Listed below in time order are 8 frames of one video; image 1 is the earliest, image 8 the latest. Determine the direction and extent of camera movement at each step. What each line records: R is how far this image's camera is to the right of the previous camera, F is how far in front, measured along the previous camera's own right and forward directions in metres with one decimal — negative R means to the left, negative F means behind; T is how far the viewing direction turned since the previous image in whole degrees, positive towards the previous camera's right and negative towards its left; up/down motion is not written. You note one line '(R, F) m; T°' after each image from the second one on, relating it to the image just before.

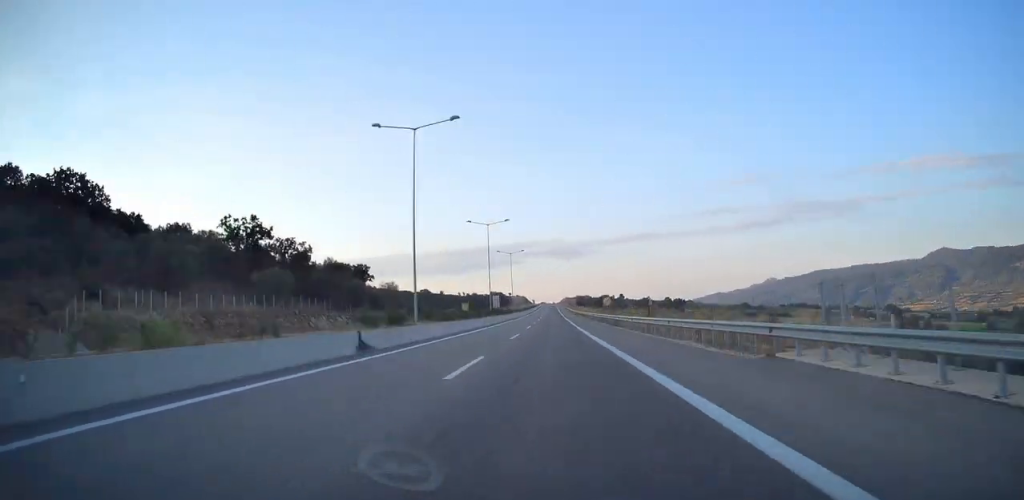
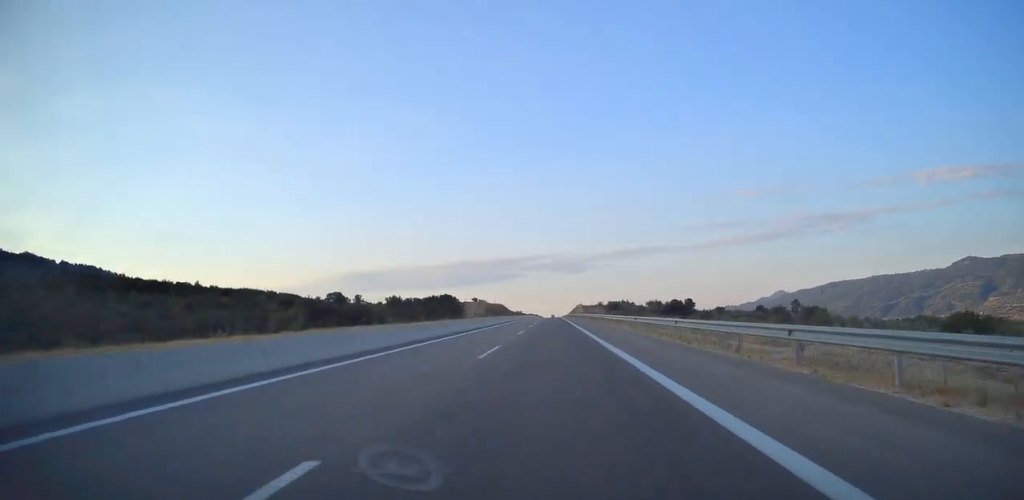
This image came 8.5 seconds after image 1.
(0.0, +336.4) m; 0°
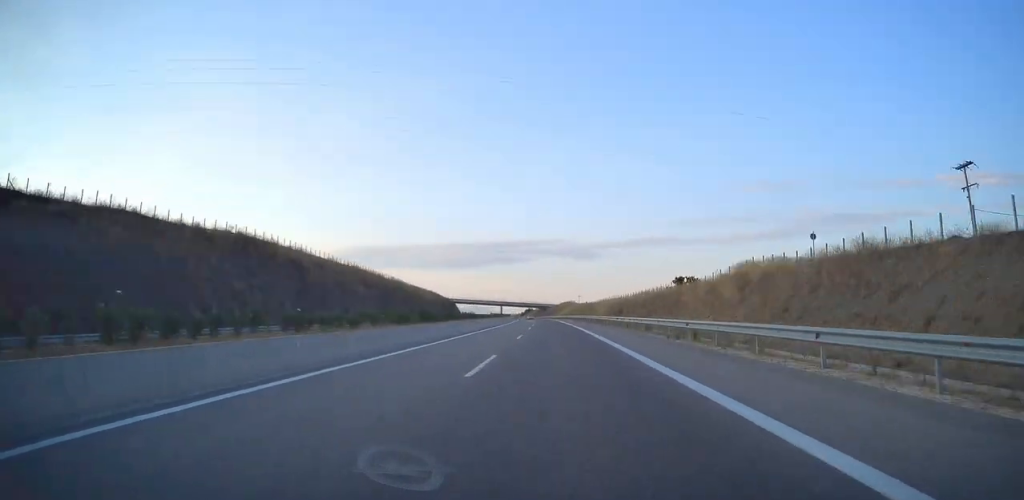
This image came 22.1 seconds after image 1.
(-9.0, +544.8) m; -4°
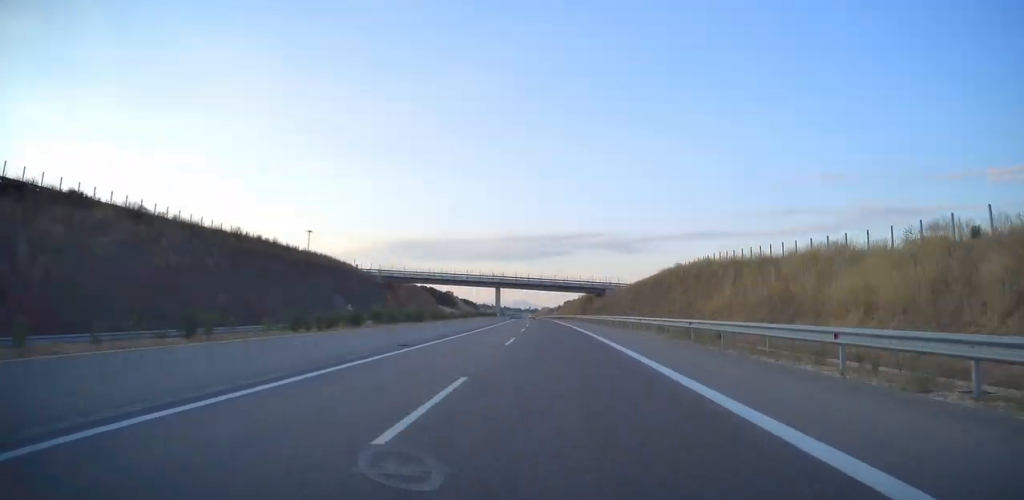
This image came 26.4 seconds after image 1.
(-4.7, +175.0) m; -2°
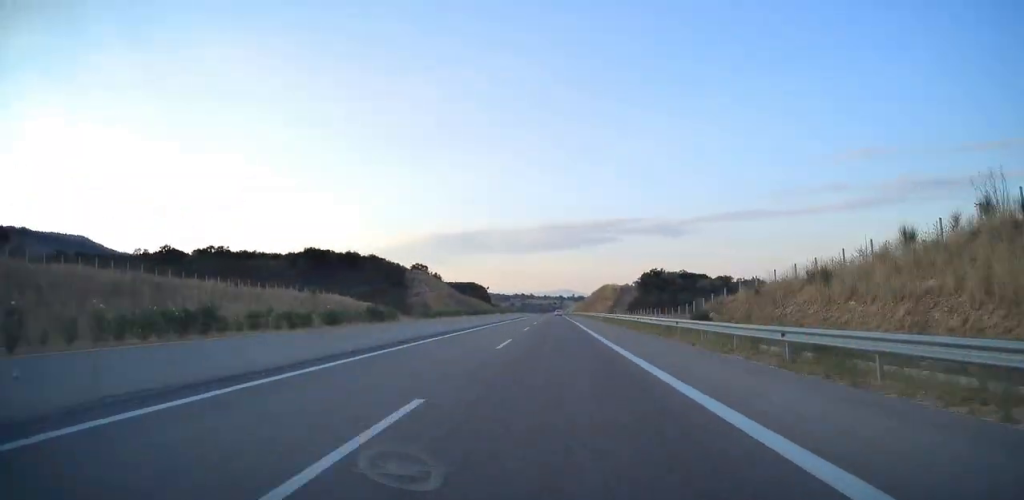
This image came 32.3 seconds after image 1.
(-6.8, +245.9) m; -2°
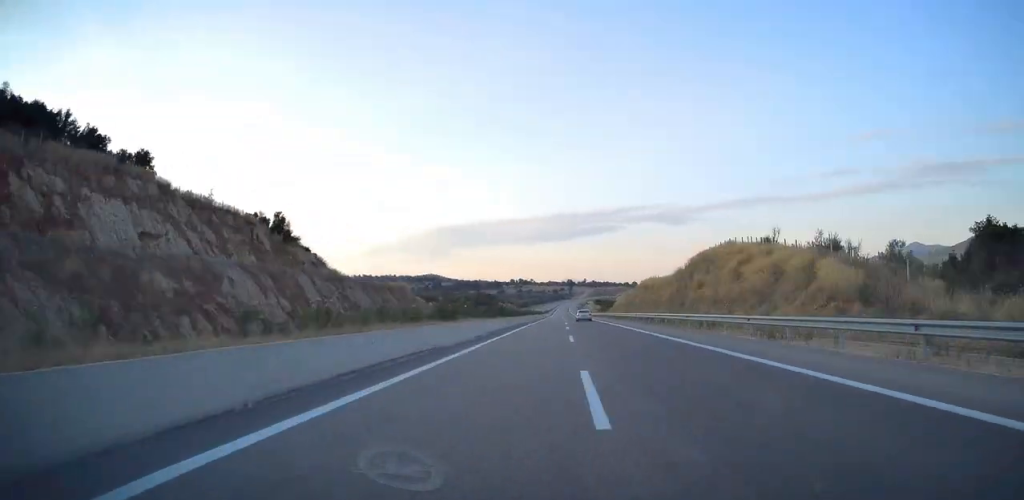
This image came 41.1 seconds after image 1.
(-5.8, +380.6) m; 0°
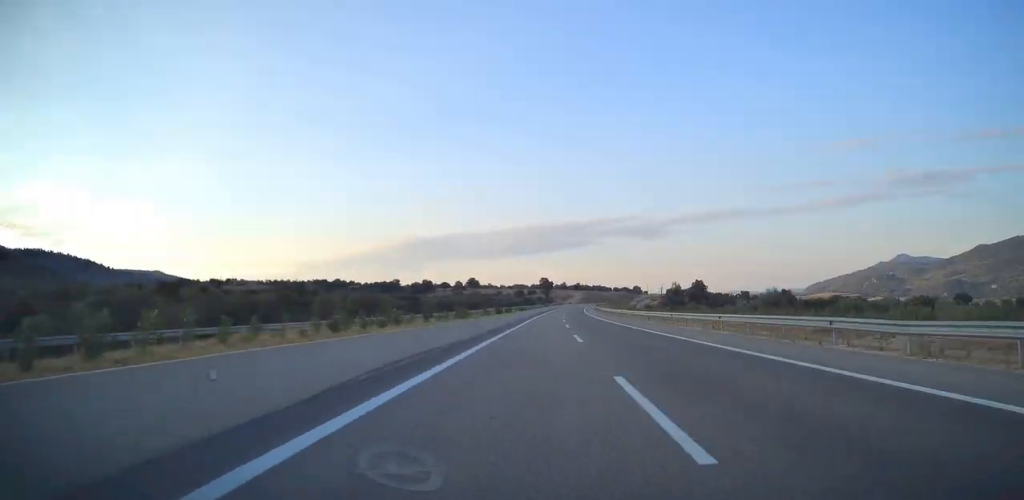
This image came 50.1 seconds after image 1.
(+9.1, +406.3) m; +6°
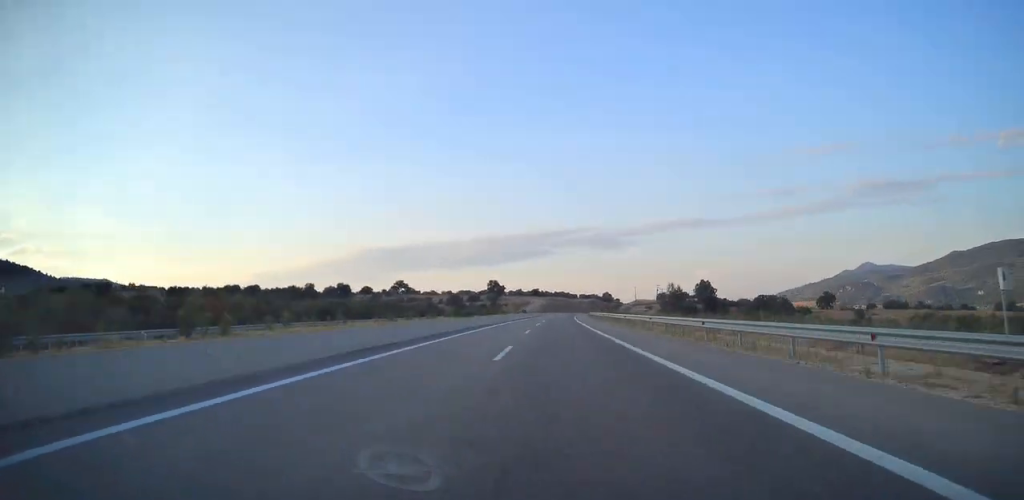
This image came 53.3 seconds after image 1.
(-0.3, +145.3) m; +3°
